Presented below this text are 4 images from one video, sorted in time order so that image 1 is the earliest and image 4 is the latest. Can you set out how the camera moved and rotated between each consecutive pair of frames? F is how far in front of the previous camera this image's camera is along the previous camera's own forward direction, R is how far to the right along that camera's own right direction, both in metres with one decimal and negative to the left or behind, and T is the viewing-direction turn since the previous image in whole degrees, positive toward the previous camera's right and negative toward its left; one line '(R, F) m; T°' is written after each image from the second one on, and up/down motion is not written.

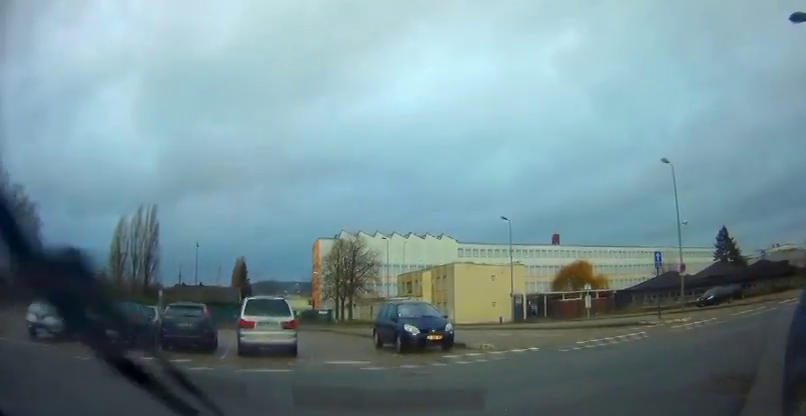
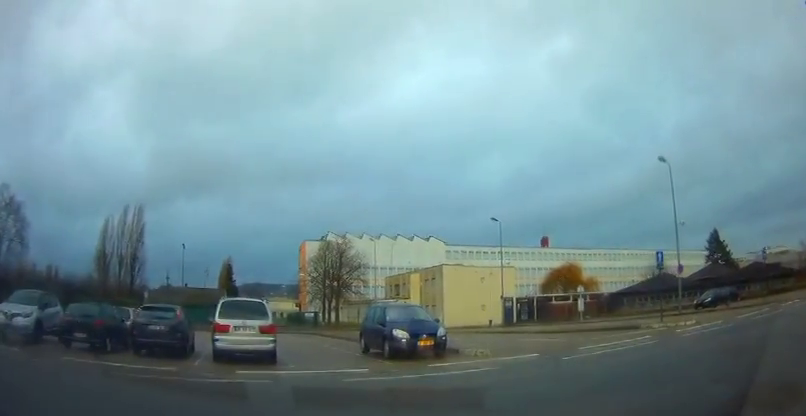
(-0.1, +1.5) m; +1°
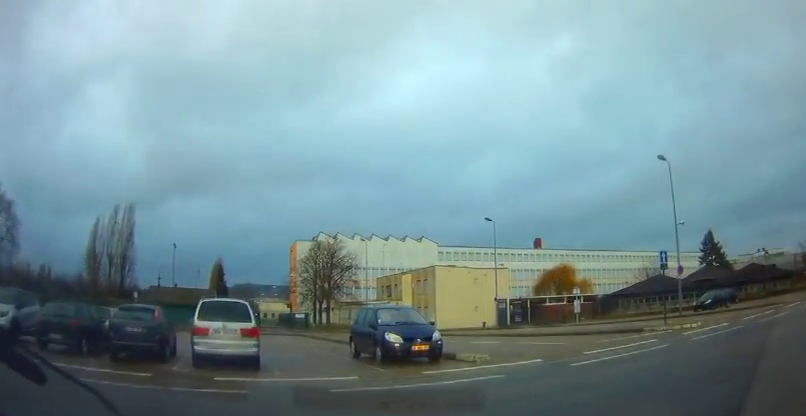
(+0.1, +1.2) m; 0°
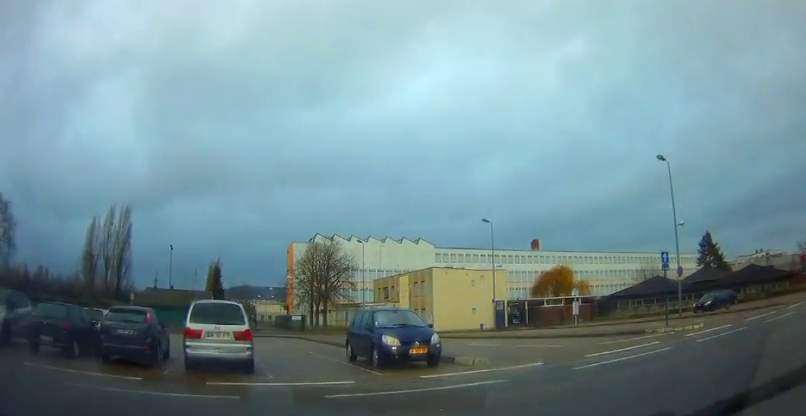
(-0.3, +0.9) m; 0°
